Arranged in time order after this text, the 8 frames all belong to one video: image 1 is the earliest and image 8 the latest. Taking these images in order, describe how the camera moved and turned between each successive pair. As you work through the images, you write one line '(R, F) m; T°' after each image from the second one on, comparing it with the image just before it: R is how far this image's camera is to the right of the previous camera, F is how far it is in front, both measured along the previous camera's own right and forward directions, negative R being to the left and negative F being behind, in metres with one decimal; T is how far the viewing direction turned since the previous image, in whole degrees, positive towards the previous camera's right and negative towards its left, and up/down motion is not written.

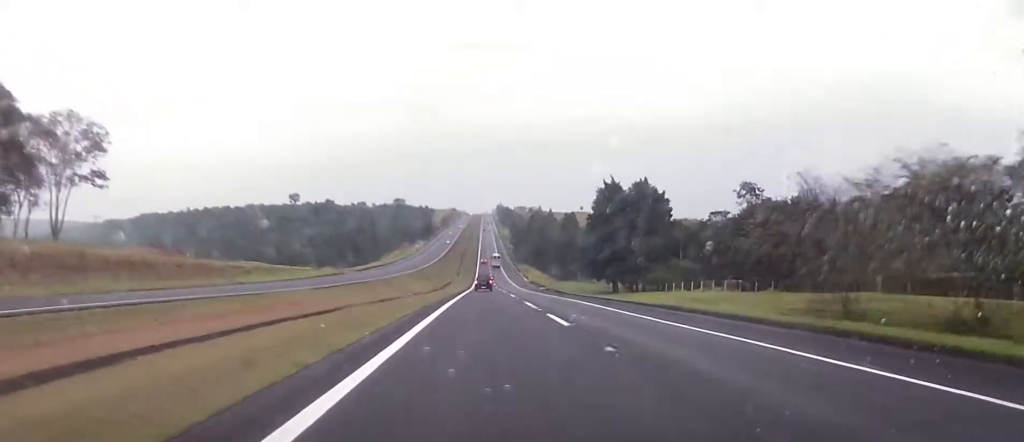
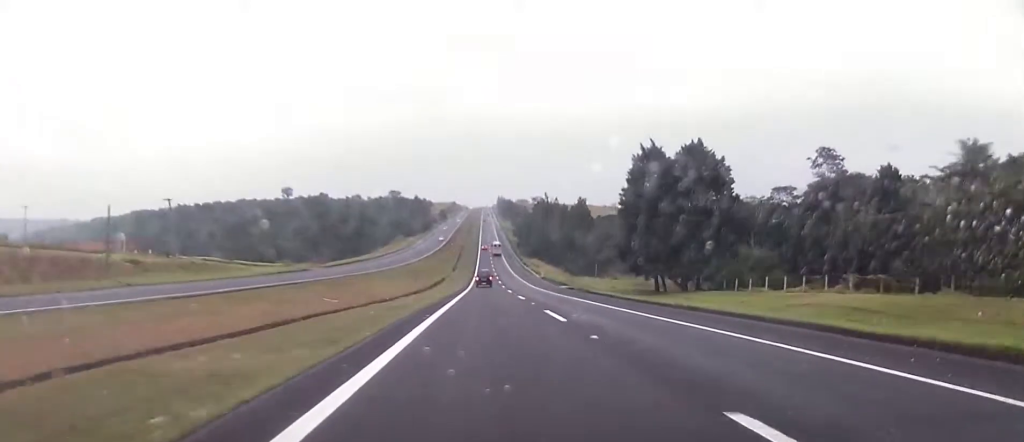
(0.0, +27.0) m; 0°
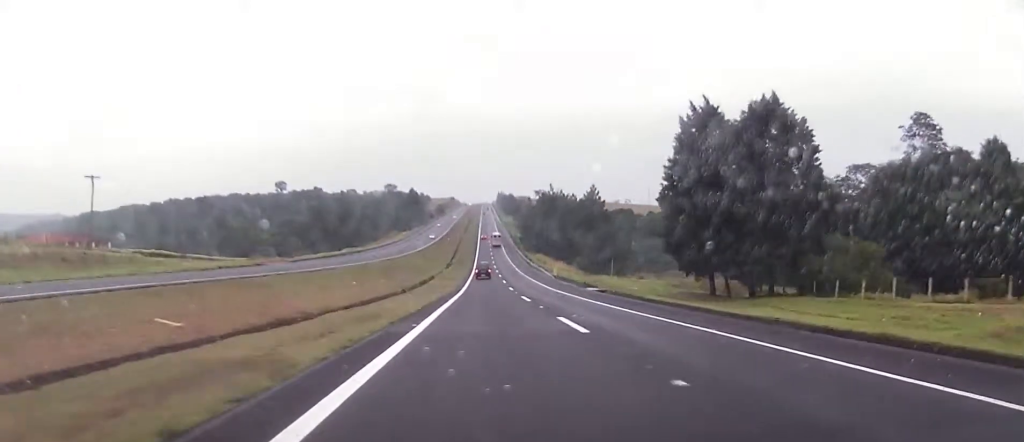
(+0.4, +21.5) m; 0°
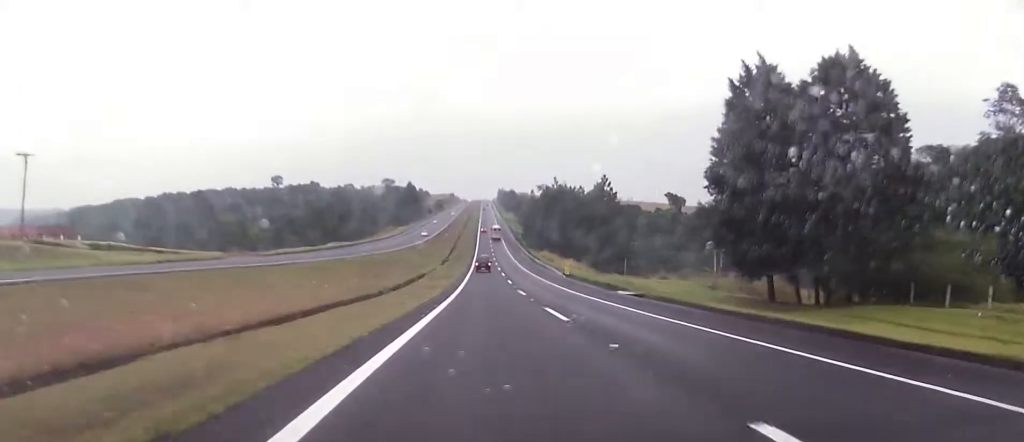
(-0.3, +13.9) m; 0°
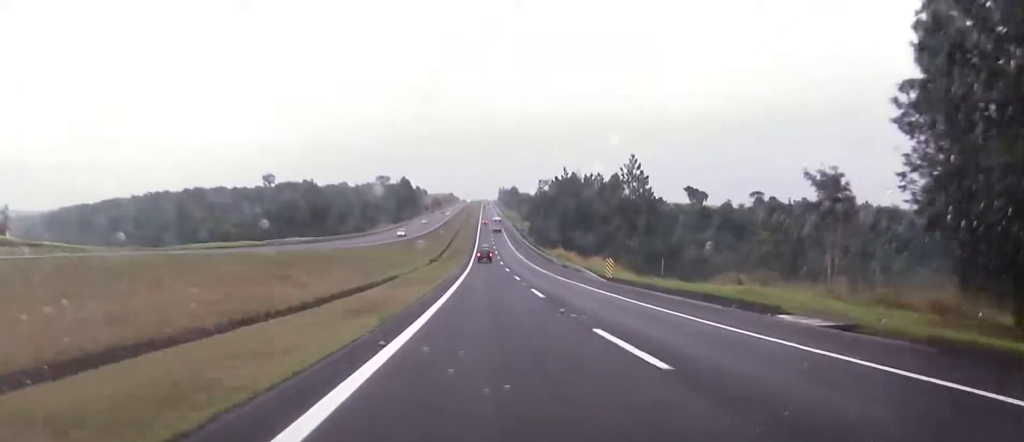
(-0.1, +26.8) m; 0°
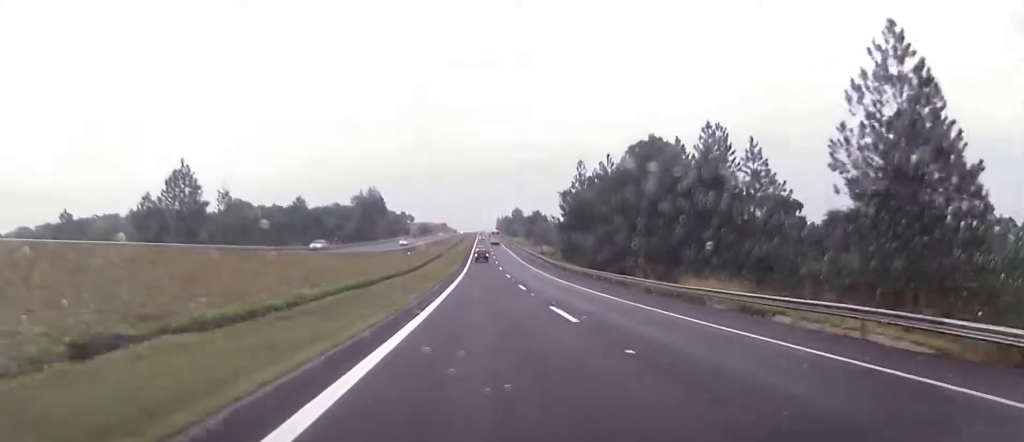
(+0.5, +78.9) m; +1°
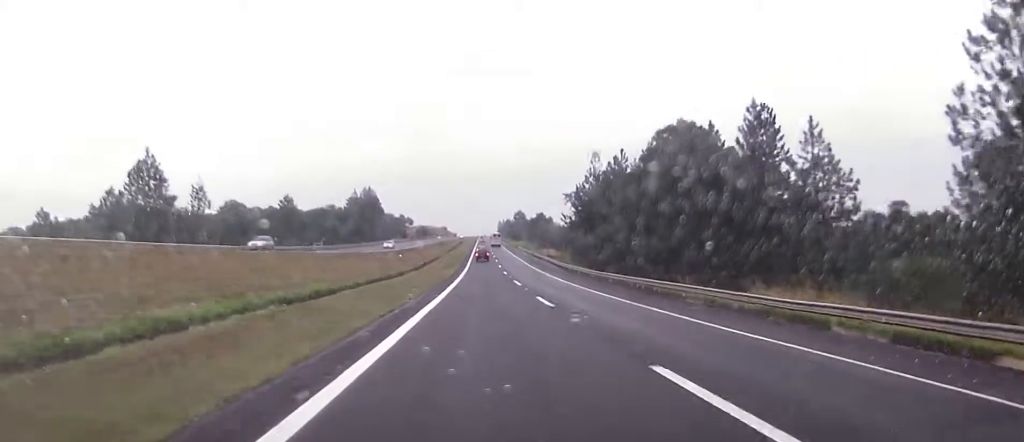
(+0.1, +12.1) m; 0°
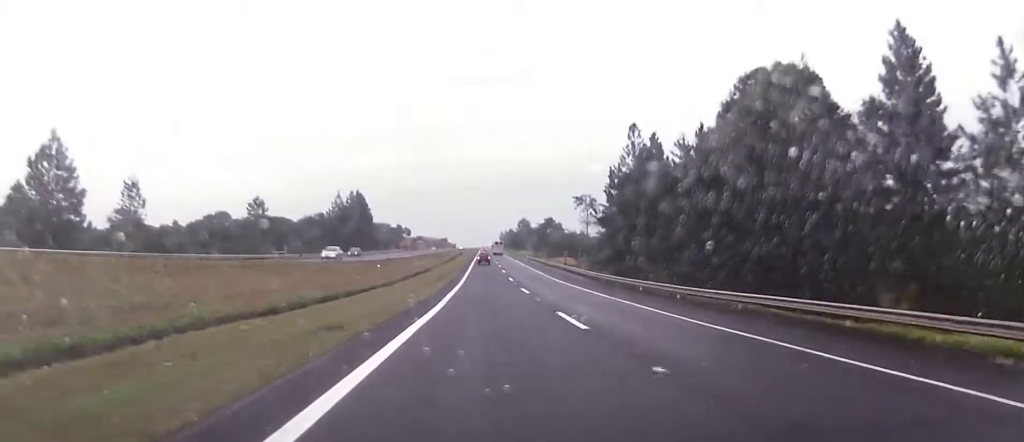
(+0.1, +23.1) m; 0°
